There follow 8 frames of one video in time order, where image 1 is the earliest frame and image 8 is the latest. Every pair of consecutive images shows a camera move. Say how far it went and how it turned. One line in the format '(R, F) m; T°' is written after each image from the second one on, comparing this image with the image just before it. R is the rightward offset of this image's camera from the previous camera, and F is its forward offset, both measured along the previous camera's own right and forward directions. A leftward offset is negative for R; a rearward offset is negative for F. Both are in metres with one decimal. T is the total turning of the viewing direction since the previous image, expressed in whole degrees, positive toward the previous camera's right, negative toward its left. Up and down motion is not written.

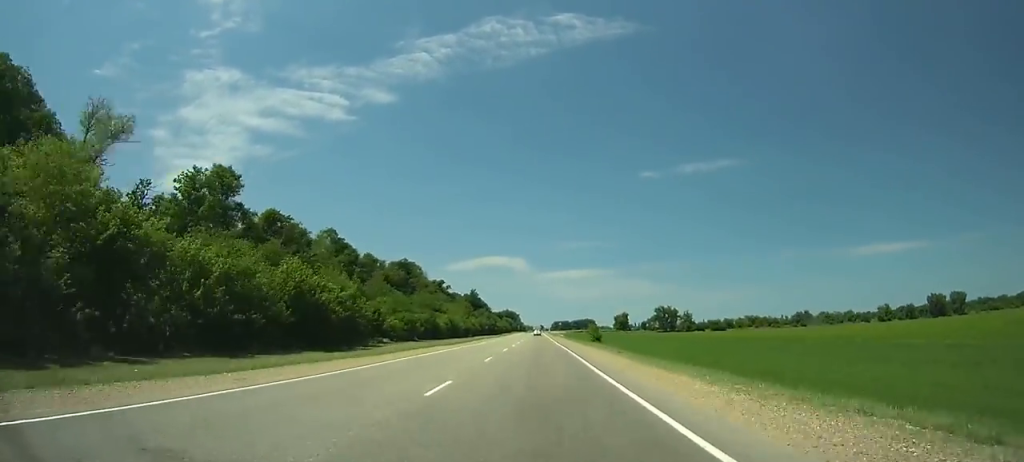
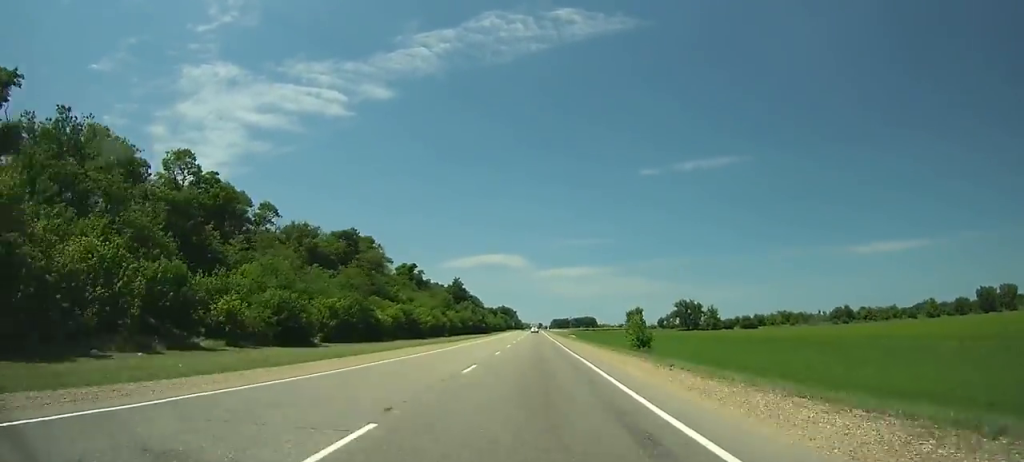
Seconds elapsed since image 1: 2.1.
(+0.1, +54.3) m; 0°
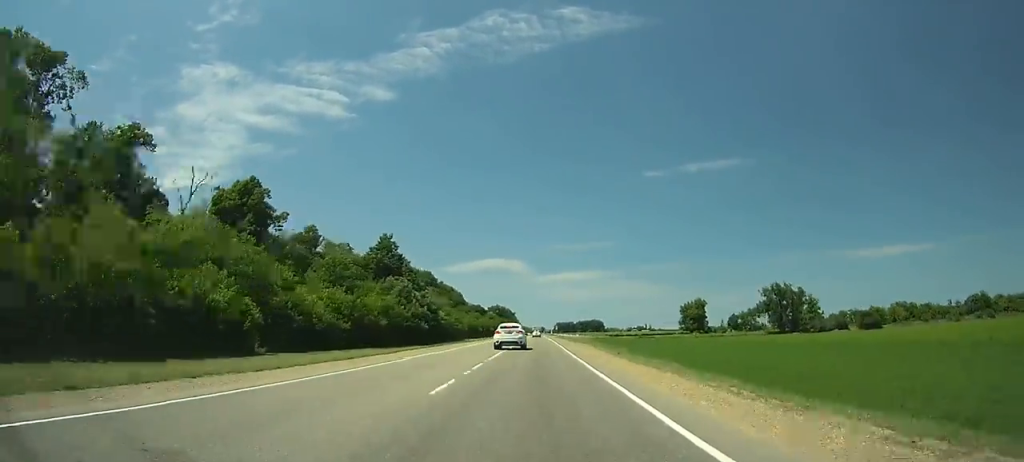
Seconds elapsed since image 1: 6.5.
(0.0, +112.8) m; 0°
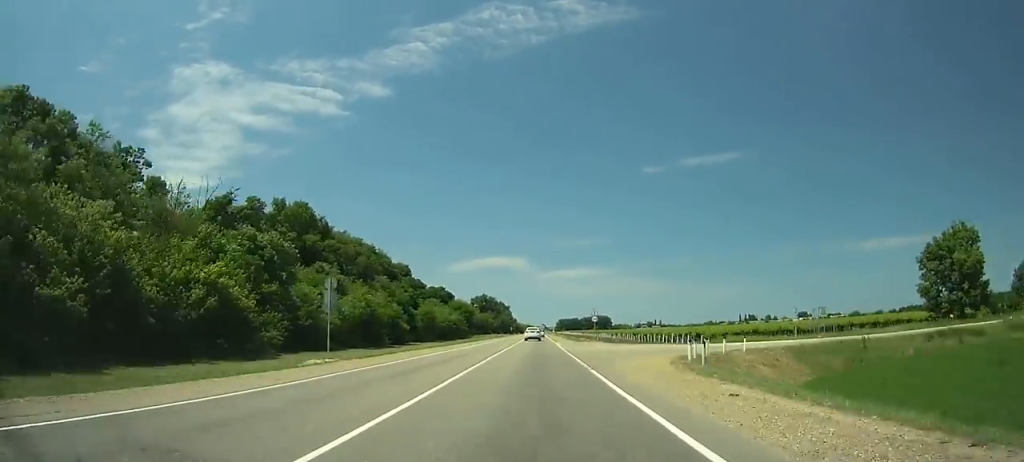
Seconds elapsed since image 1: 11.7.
(-0.2, +129.4) m; 0°
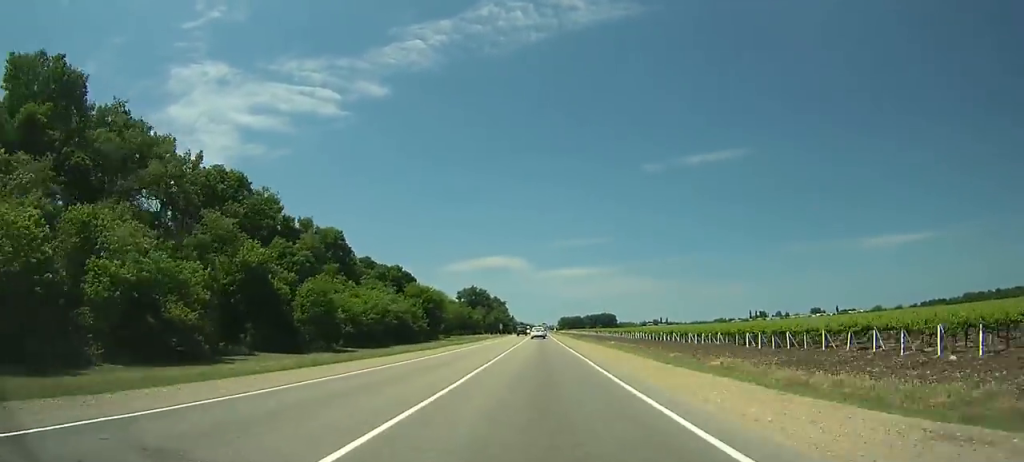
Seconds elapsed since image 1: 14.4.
(0.0, +66.0) m; 0°
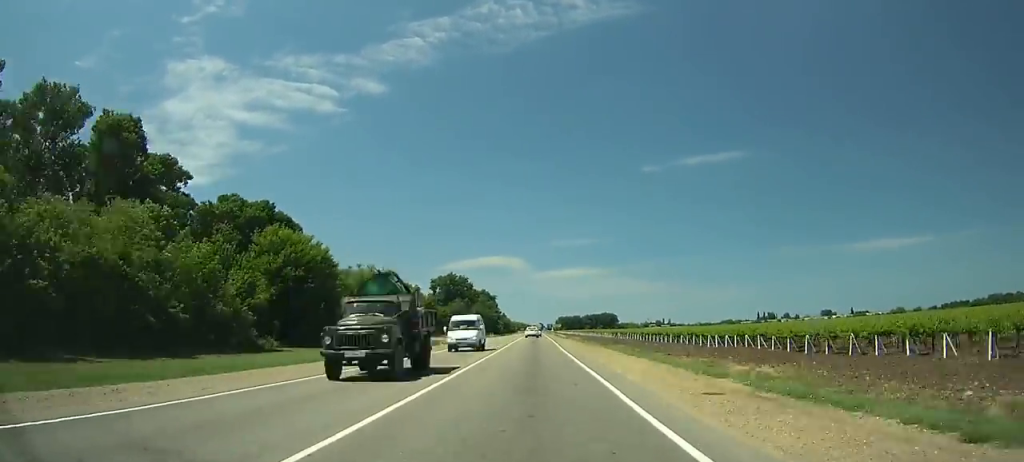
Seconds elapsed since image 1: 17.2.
(+0.1, +68.1) m; 0°
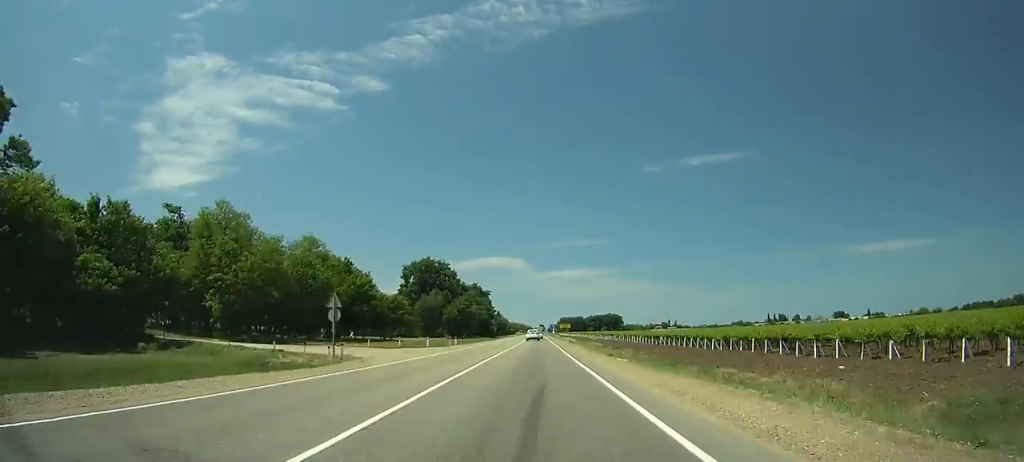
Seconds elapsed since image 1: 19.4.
(0.0, +53.2) m; 0°
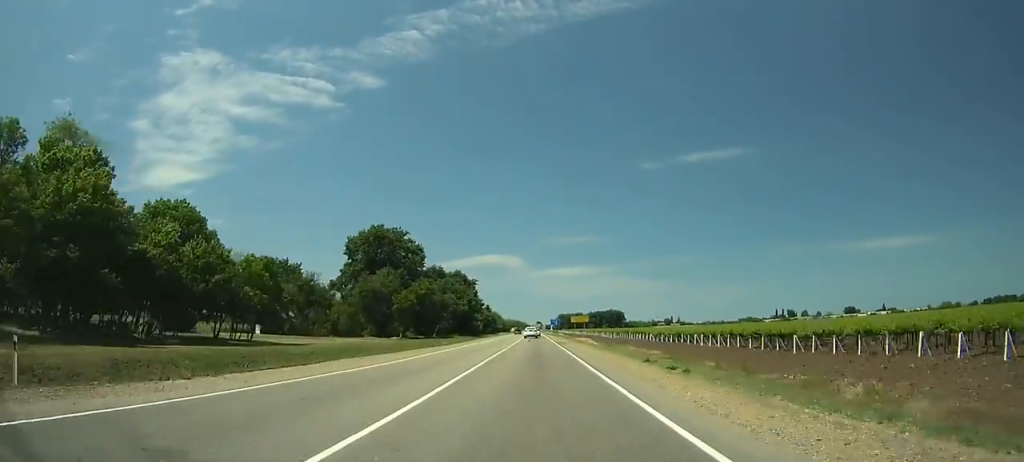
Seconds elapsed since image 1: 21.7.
(+0.1, +55.3) m; 0°
